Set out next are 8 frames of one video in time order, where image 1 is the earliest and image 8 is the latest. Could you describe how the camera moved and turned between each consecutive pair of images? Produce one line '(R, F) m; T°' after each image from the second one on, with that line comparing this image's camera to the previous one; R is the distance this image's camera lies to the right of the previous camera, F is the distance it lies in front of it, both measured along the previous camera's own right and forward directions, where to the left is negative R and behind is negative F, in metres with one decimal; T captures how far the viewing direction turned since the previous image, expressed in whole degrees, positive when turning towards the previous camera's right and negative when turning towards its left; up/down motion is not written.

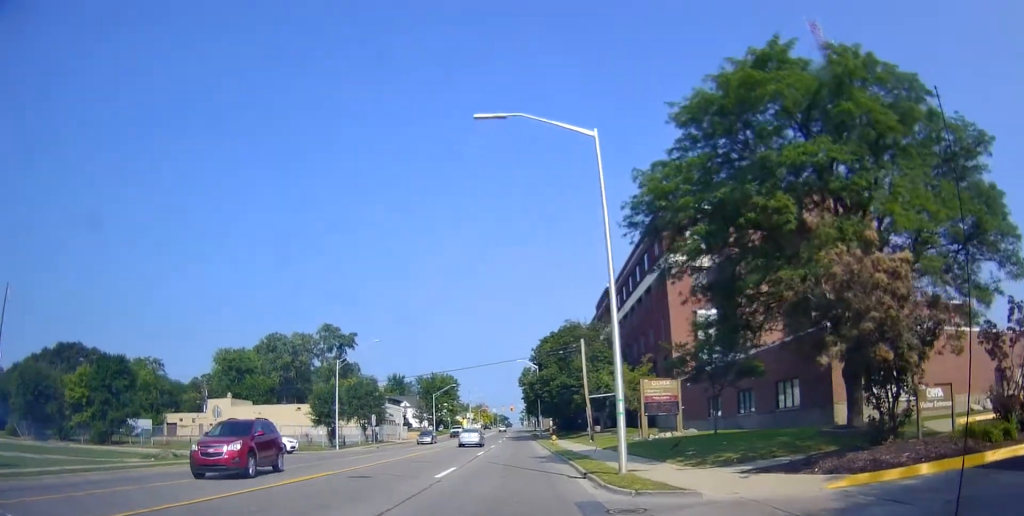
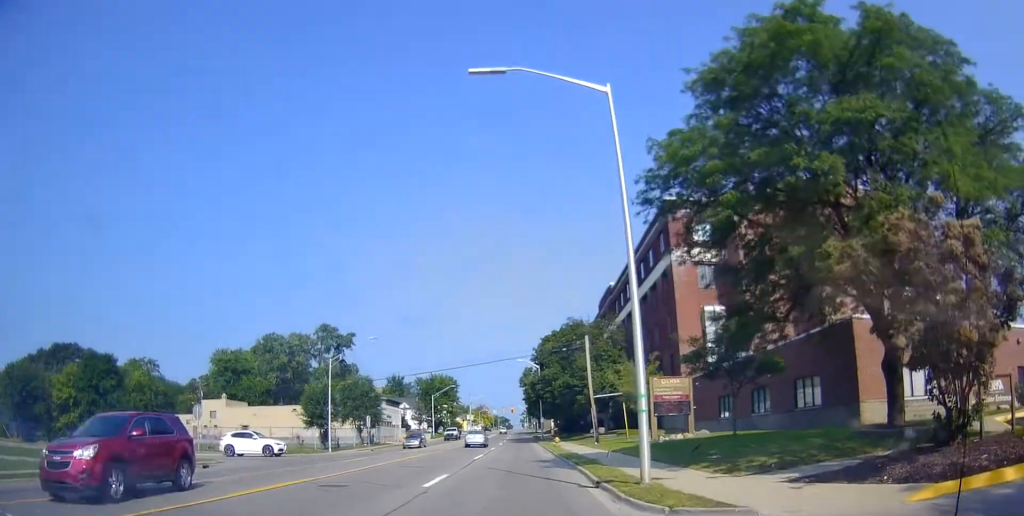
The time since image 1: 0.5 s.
(+0.1, +2.1) m; -1°
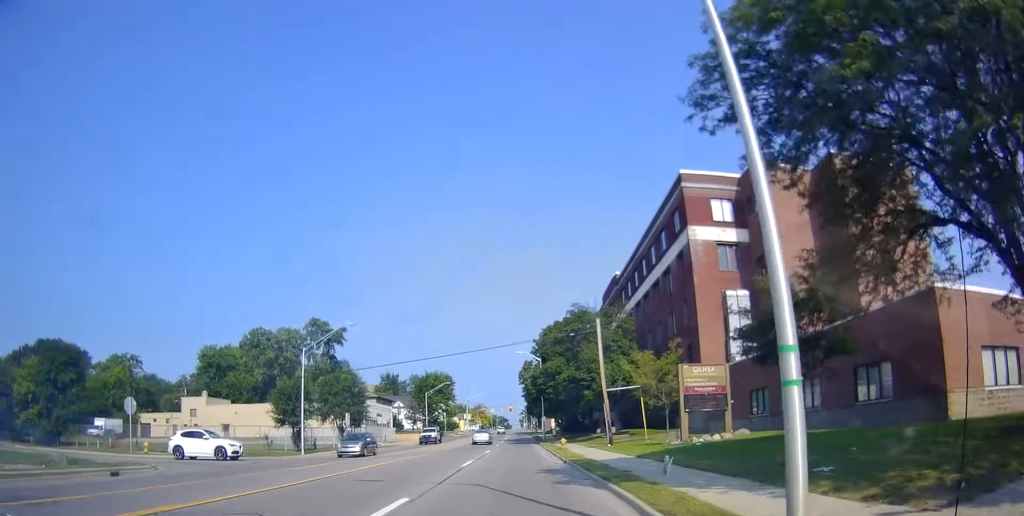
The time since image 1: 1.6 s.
(-0.2, +5.7) m; -1°
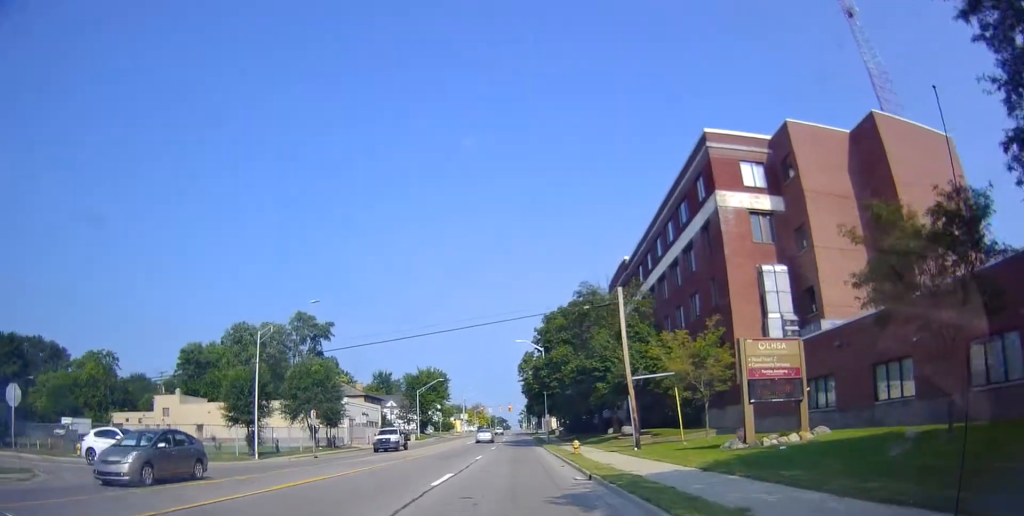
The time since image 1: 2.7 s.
(+0.3, +7.3) m; -3°
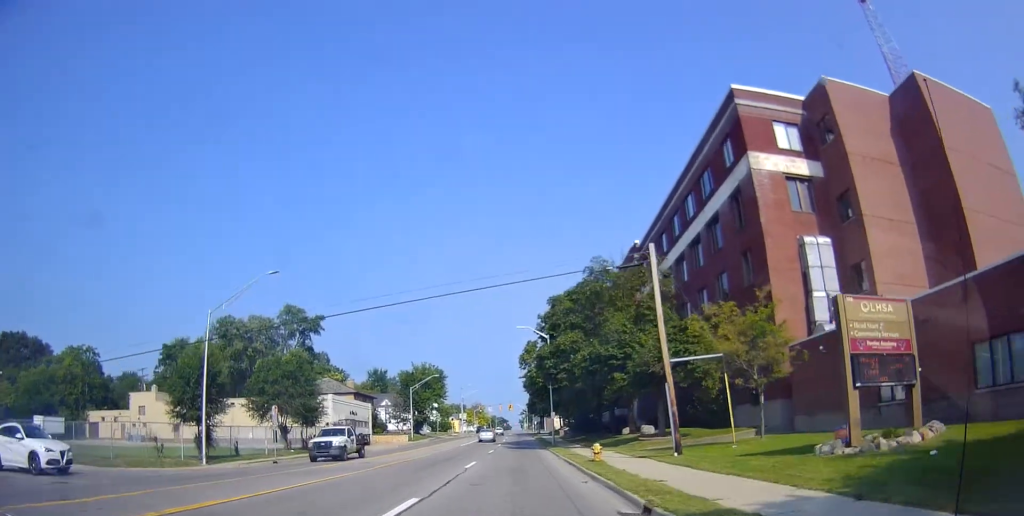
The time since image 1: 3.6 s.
(-0.6, +6.3) m; 0°
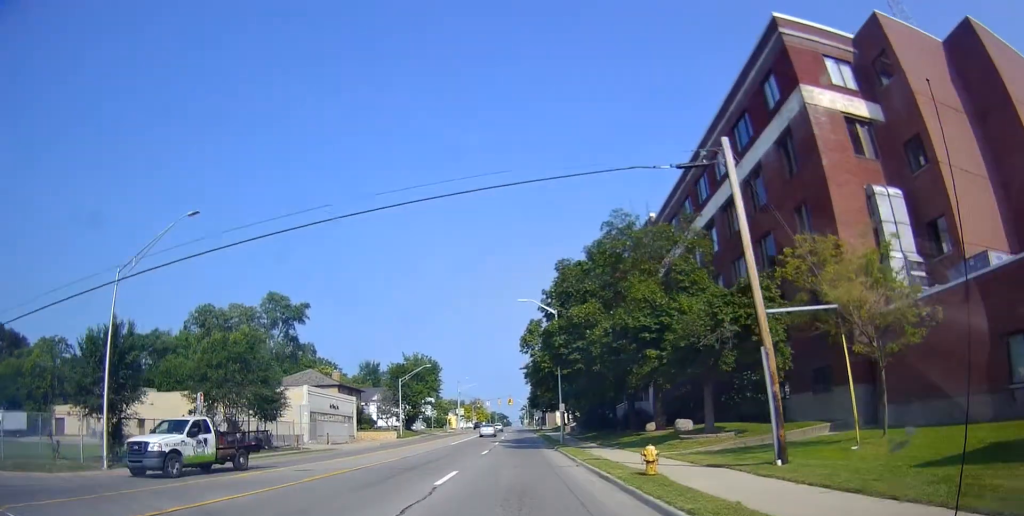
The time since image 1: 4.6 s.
(+0.5, +8.0) m; +5°
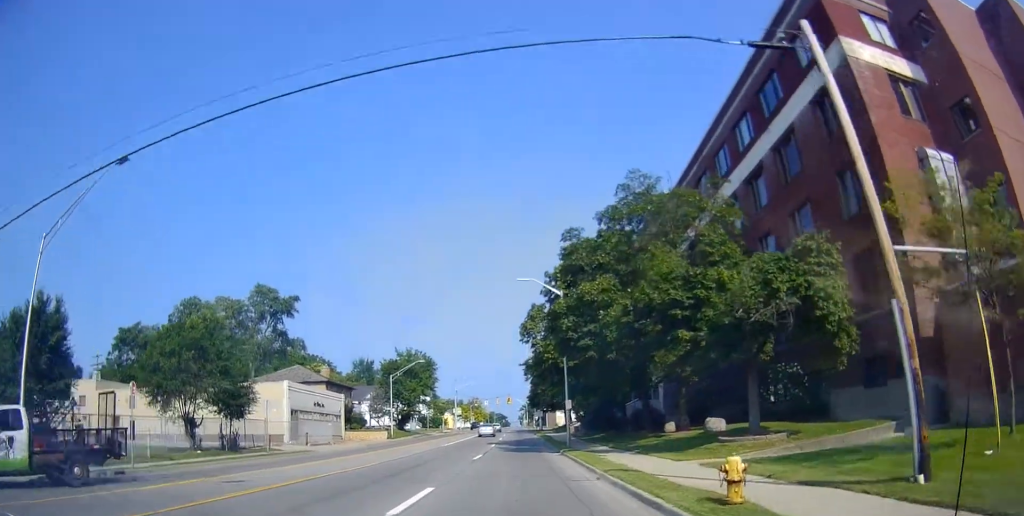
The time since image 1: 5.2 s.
(+0.1, +4.9) m; +2°
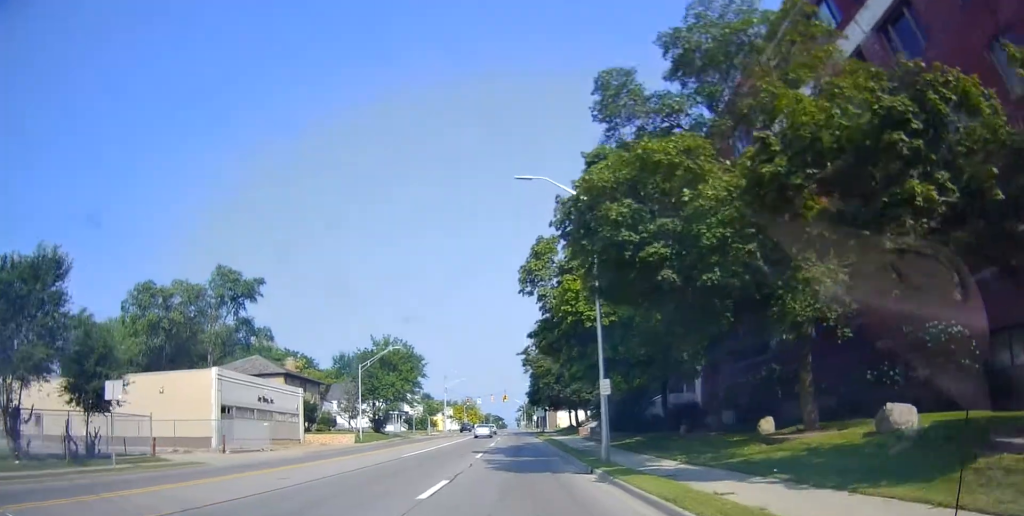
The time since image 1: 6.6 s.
(+0.3, +13.1) m; +2°
